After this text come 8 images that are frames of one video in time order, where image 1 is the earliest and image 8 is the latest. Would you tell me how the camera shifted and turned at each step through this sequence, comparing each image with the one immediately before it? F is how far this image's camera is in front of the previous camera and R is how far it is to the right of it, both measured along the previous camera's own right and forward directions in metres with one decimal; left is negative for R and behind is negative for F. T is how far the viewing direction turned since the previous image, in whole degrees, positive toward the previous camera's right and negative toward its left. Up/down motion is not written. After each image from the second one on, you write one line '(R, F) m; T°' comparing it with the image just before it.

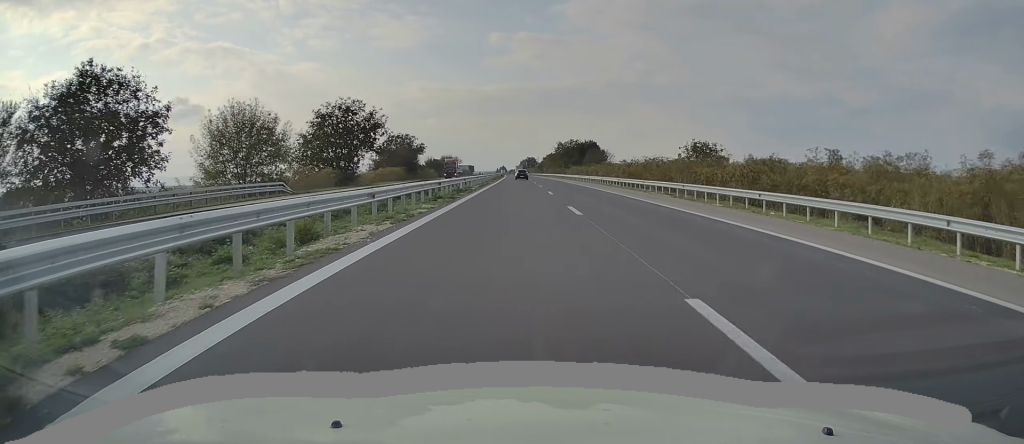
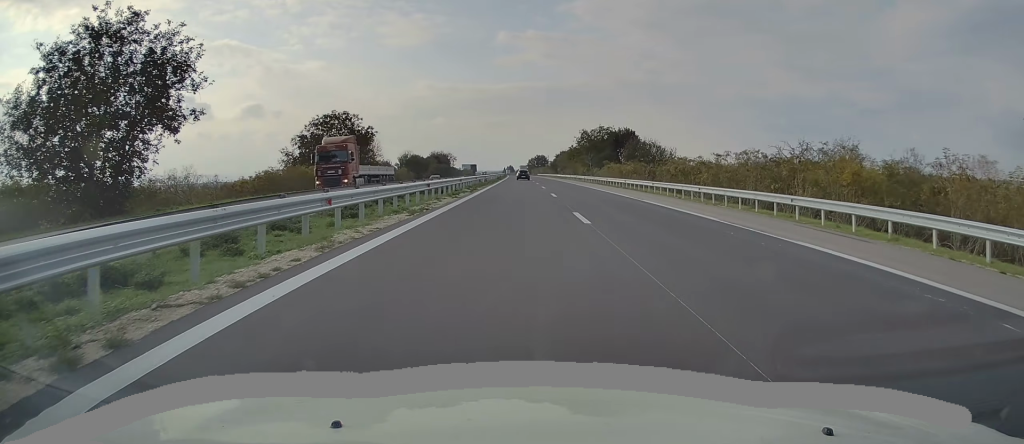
(-0.6, +50.9) m; -1°
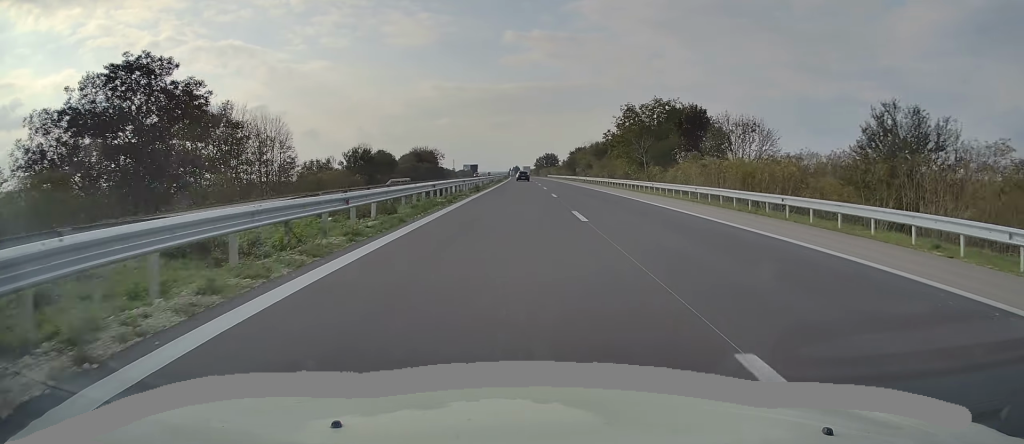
(-0.1, +46.7) m; 0°
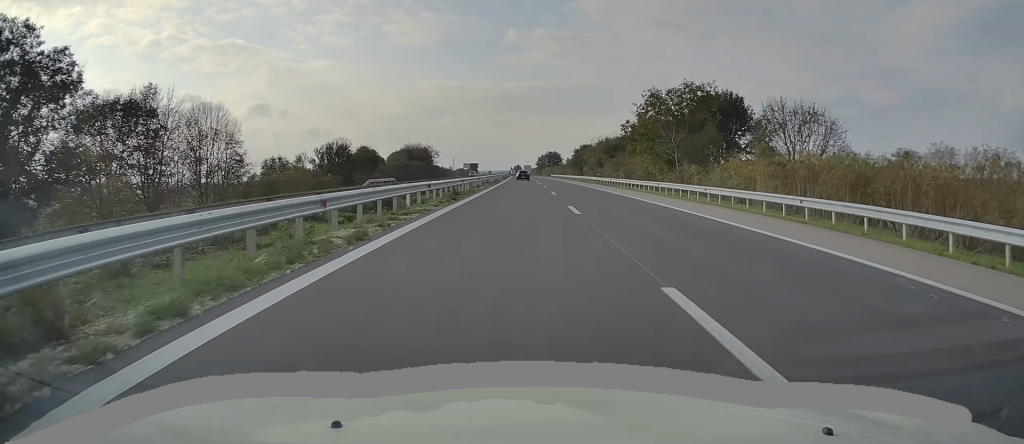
(0.0, +13.4) m; 0°
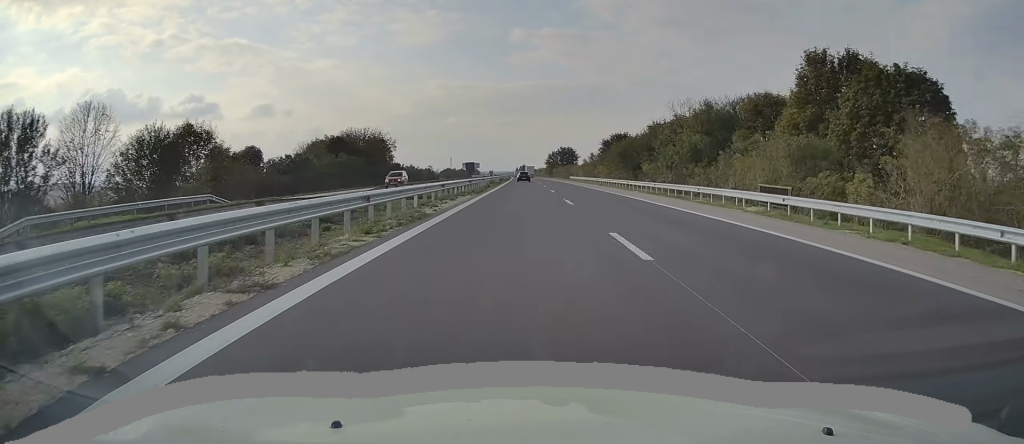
(-0.5, +57.6) m; -1°
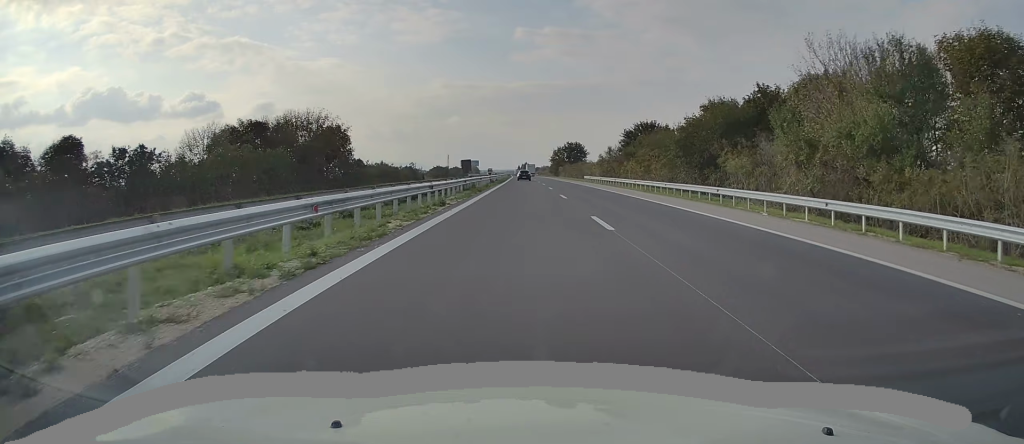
(-0.2, +27.4) m; 0°
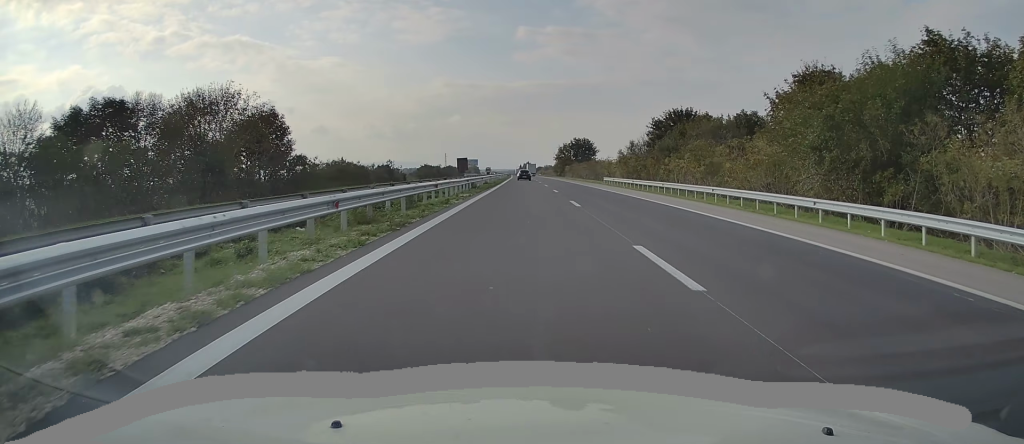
(0.0, +22.9) m; 0°
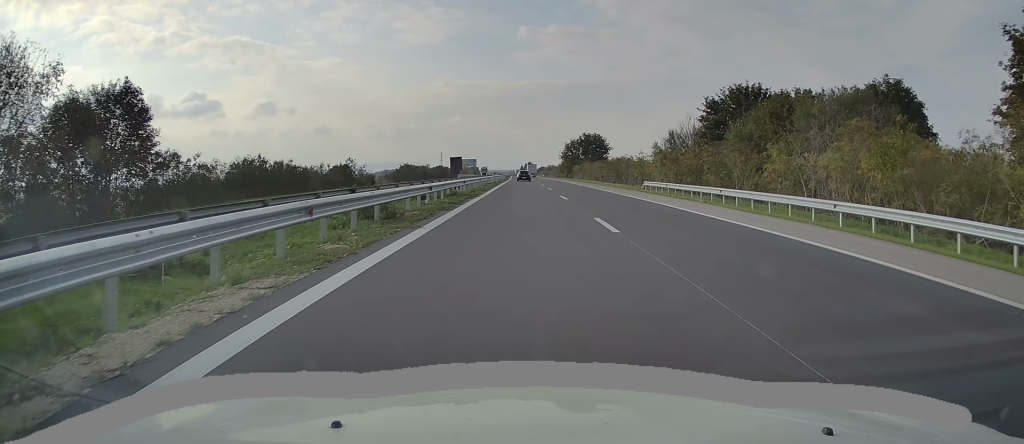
(0.0, +25.4) m; 0°
